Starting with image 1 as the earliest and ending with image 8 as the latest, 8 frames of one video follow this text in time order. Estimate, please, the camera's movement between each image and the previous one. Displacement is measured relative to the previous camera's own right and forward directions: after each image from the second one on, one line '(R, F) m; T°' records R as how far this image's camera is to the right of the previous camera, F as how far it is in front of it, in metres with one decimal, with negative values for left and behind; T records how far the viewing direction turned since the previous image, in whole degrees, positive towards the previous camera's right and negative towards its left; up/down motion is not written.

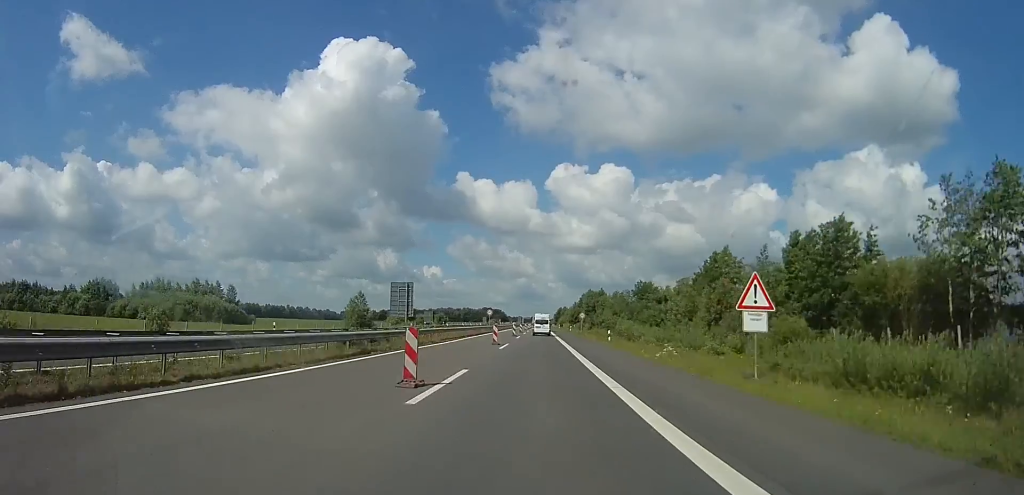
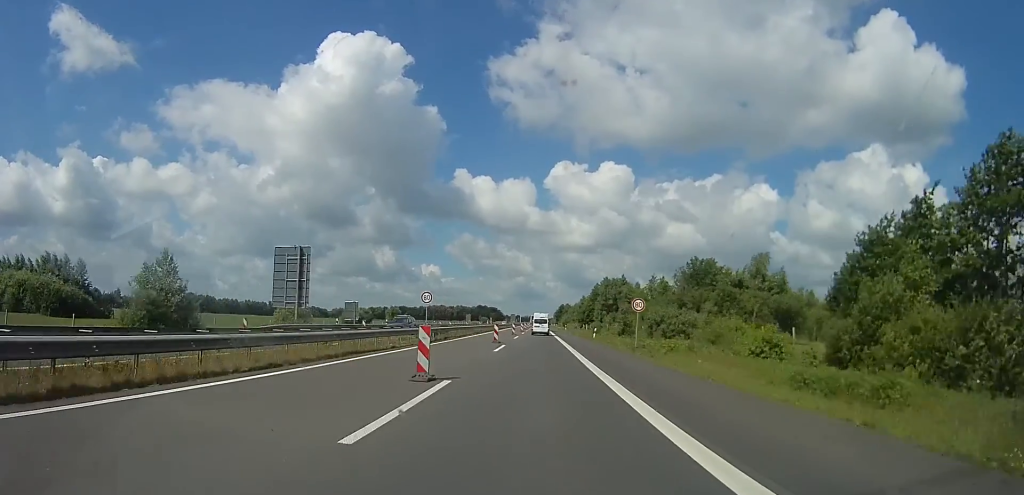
(+0.2, +38.8) m; +3°
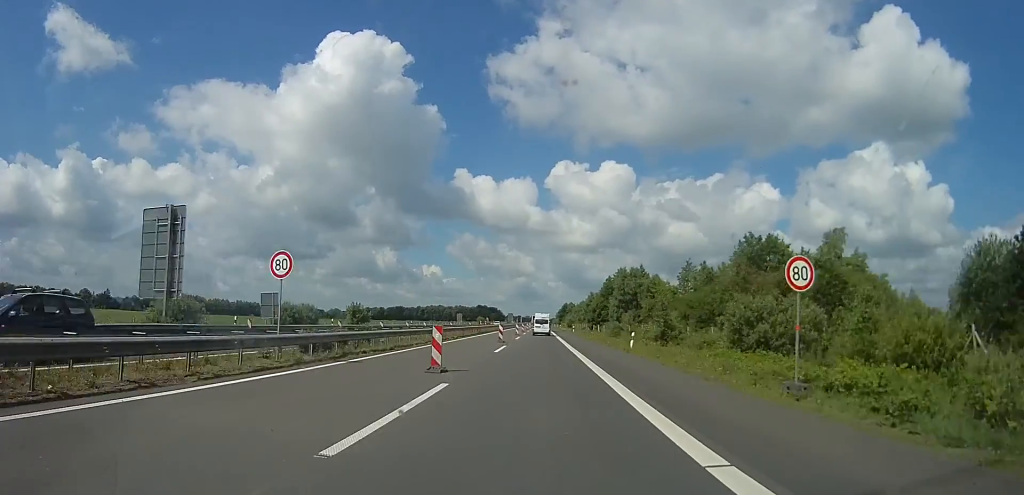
(+0.6, +18.3) m; +1°
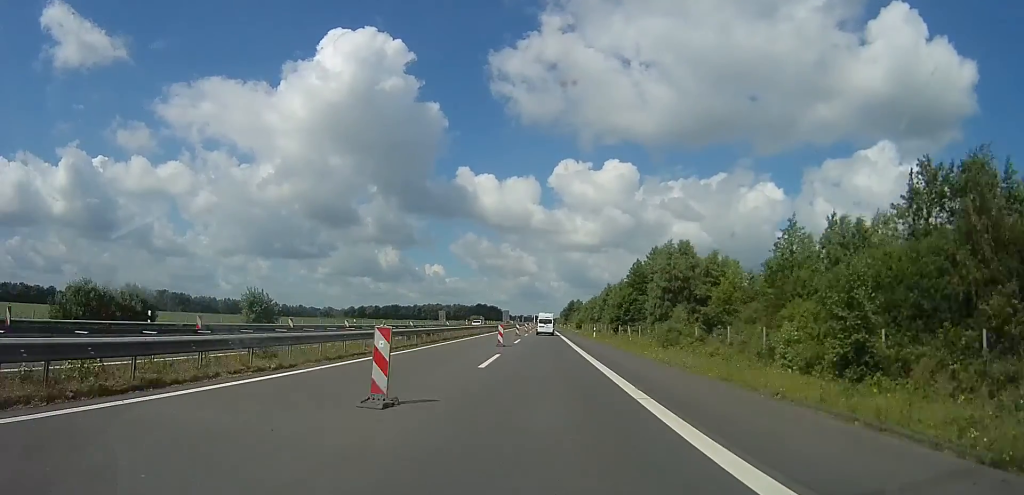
(-0.2, +25.7) m; -2°
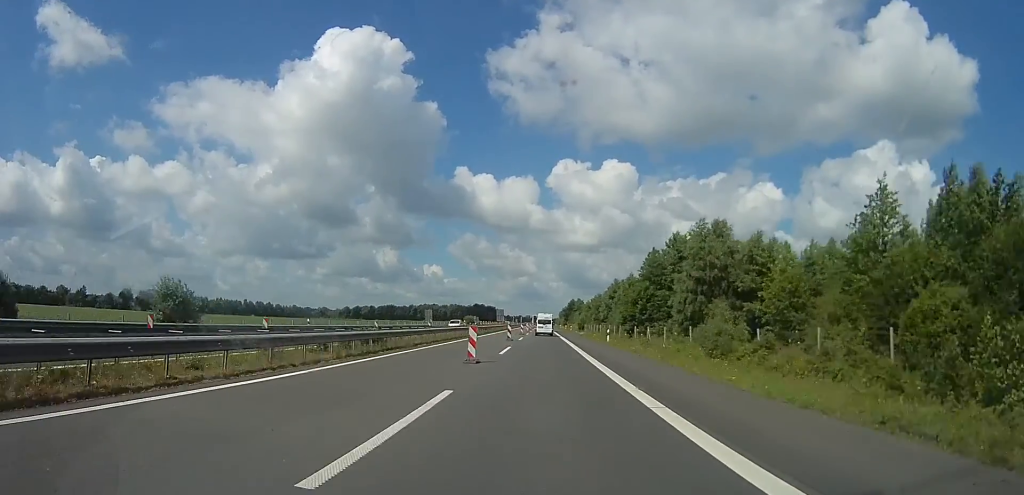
(-0.3, +11.1) m; -1°
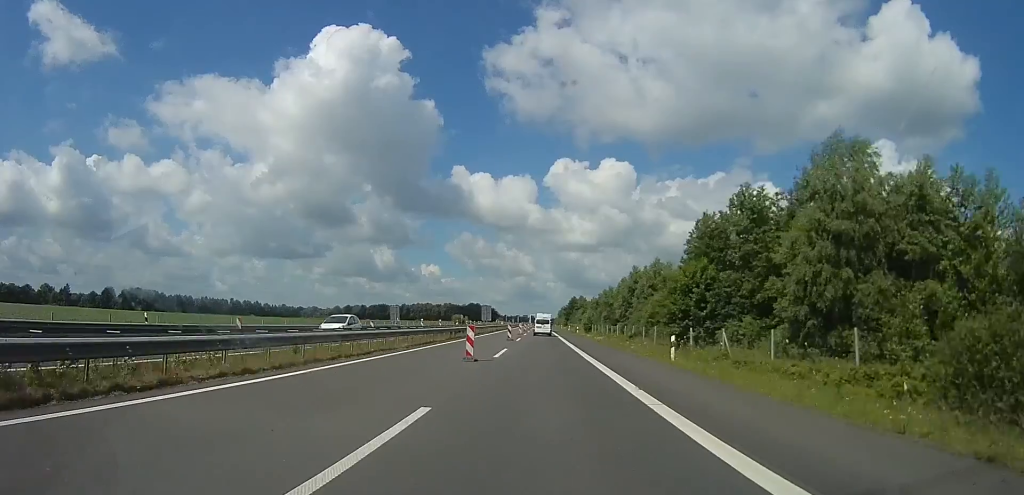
(0.0, +19.9) m; 0°
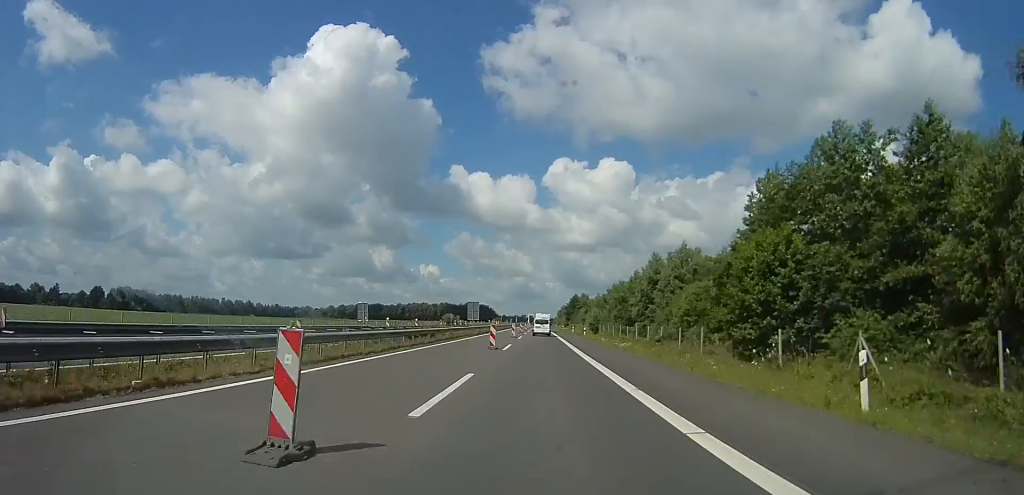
(-0.1, +12.5) m; 0°
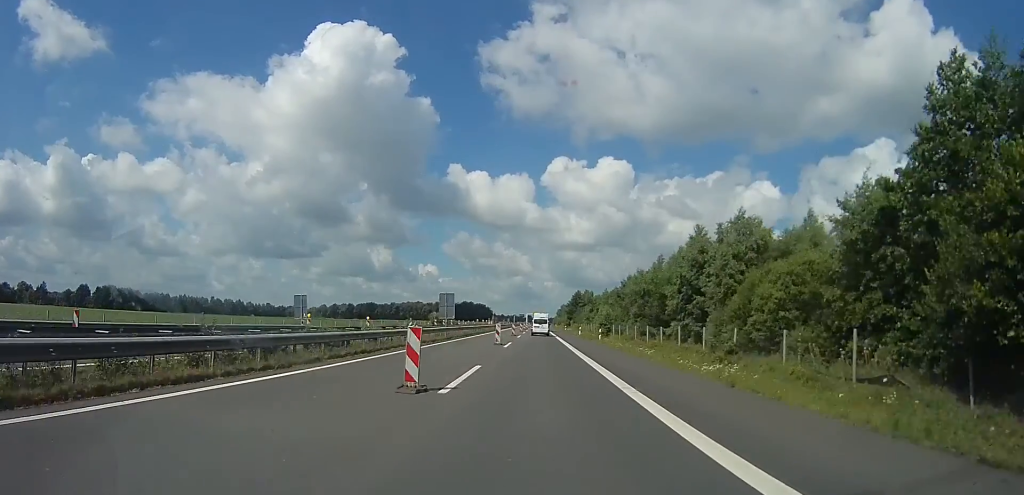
(0.0, +15.6) m; 0°
